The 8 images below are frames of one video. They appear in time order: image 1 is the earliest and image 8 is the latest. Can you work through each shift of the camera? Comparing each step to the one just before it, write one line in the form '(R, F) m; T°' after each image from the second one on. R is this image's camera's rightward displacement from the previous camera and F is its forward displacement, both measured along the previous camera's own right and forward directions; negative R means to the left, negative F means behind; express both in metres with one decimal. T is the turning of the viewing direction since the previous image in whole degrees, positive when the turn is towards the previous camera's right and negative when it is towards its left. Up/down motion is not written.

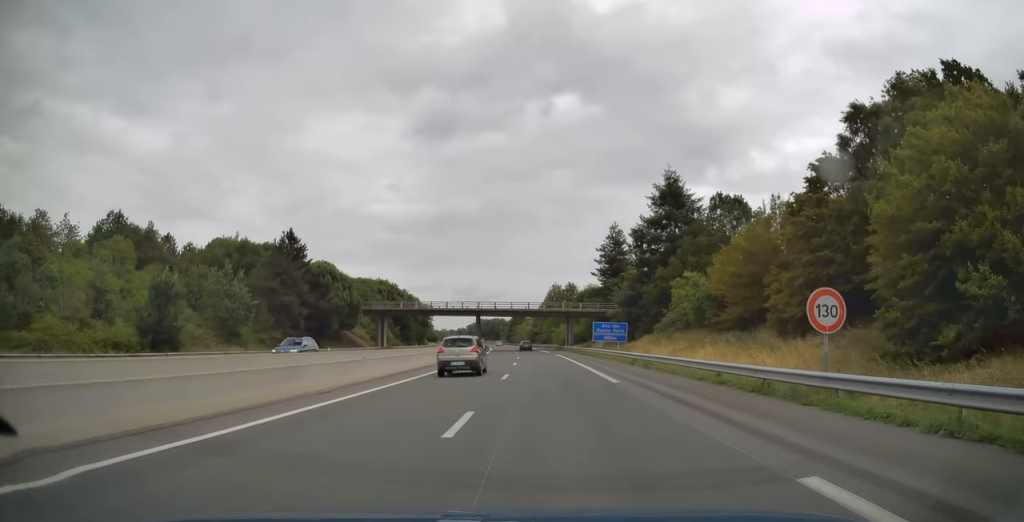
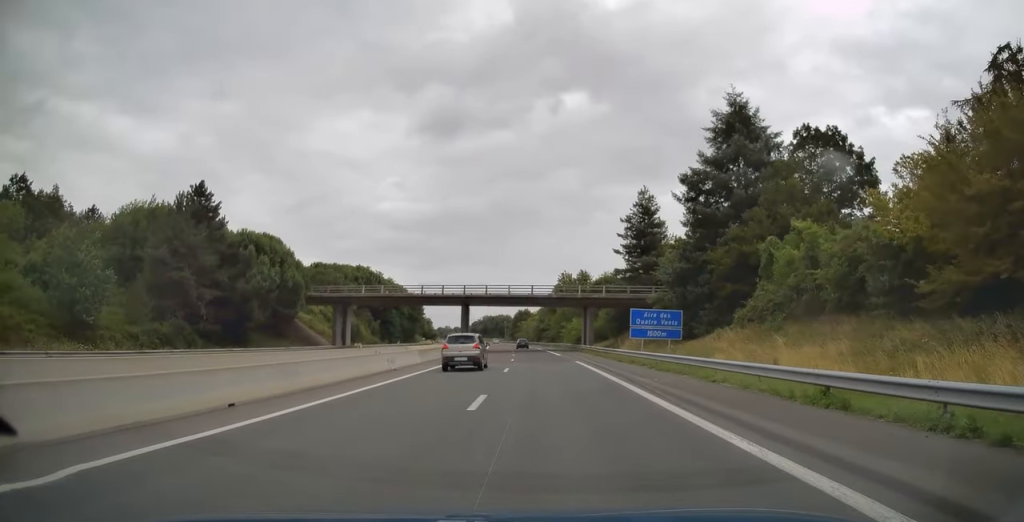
(-0.2, +23.6) m; -1°
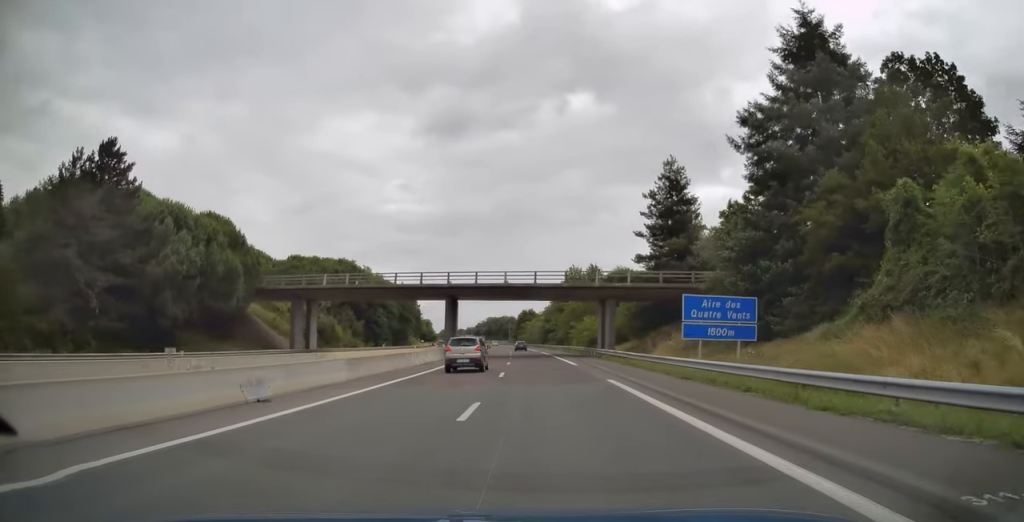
(0.0, +14.6) m; -1°
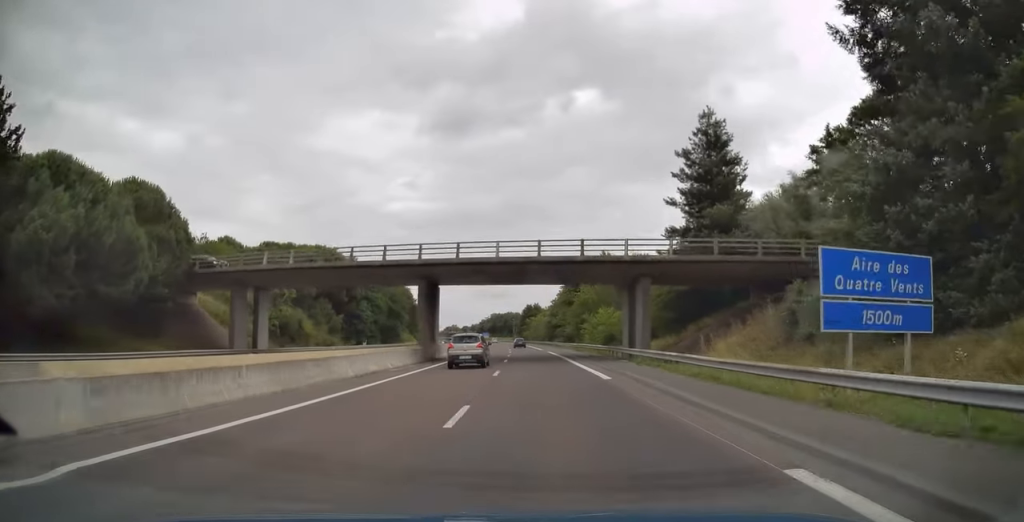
(0.0, +14.0) m; 0°
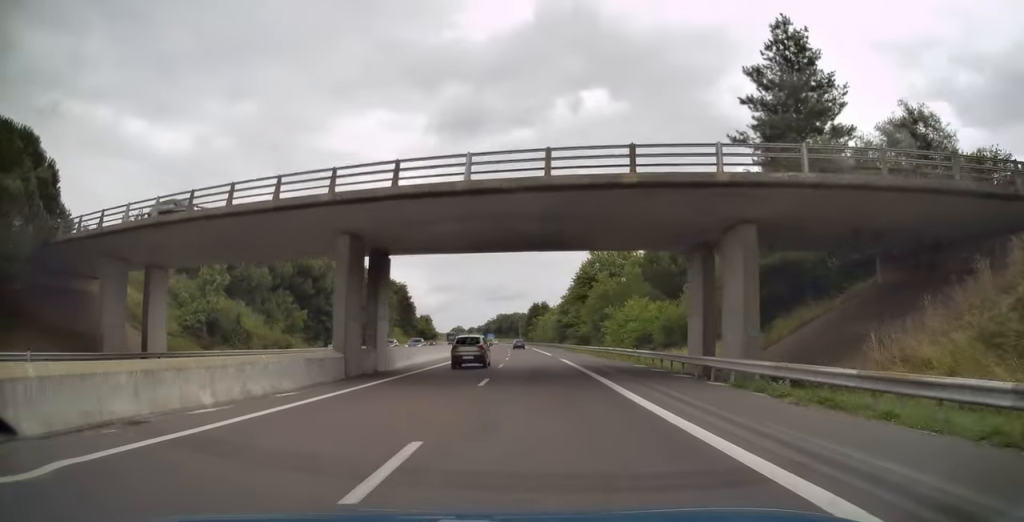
(-0.3, +17.3) m; 0°
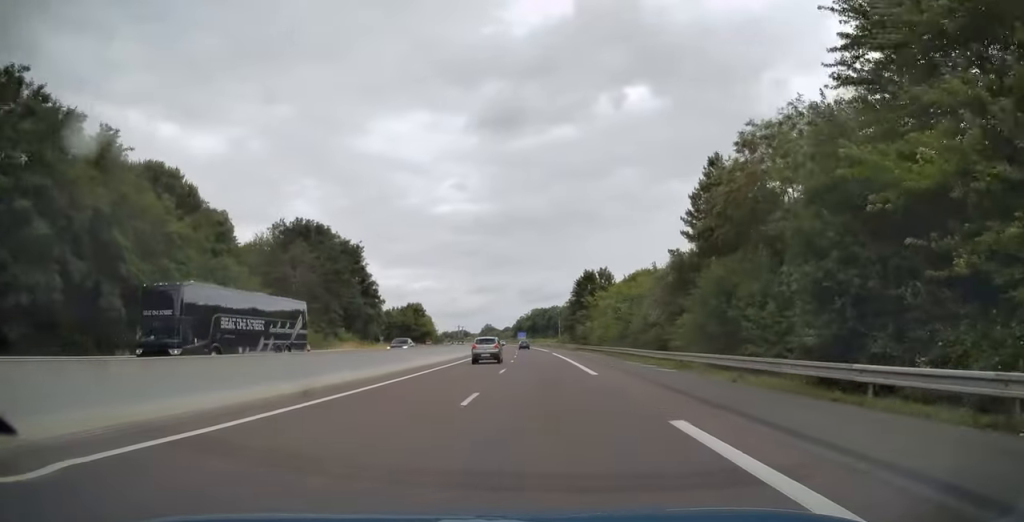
(-2.5, +83.1) m; -4°
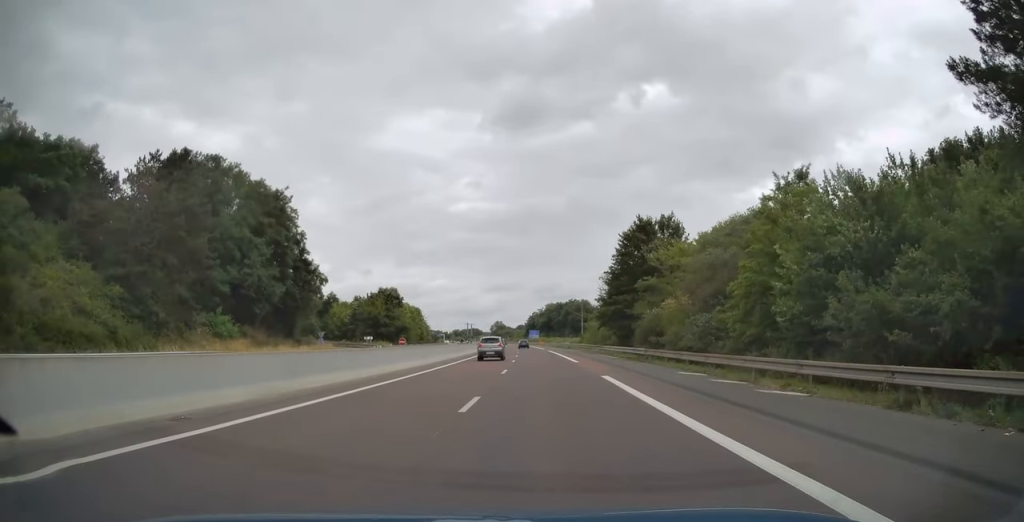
(-0.6, +40.6) m; -2°
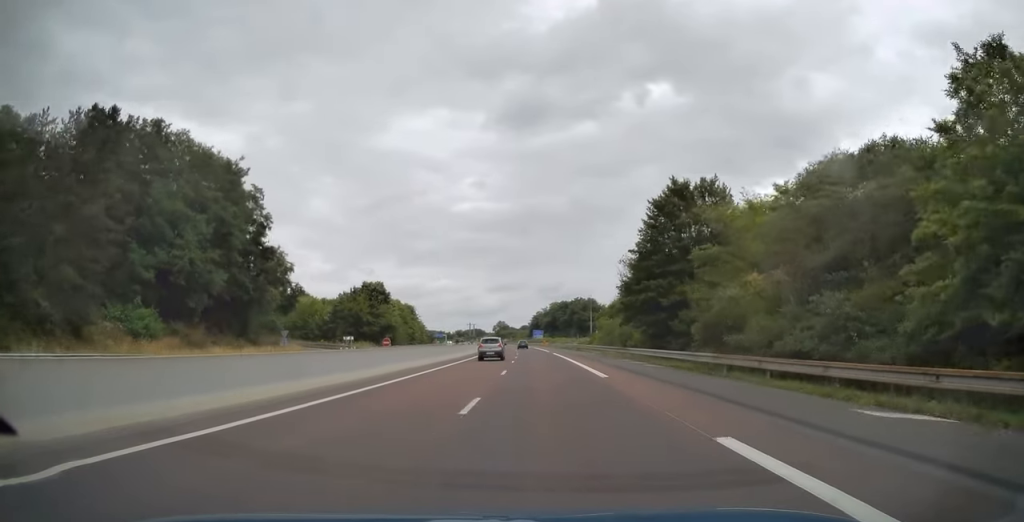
(-0.1, +13.3) m; -1°
